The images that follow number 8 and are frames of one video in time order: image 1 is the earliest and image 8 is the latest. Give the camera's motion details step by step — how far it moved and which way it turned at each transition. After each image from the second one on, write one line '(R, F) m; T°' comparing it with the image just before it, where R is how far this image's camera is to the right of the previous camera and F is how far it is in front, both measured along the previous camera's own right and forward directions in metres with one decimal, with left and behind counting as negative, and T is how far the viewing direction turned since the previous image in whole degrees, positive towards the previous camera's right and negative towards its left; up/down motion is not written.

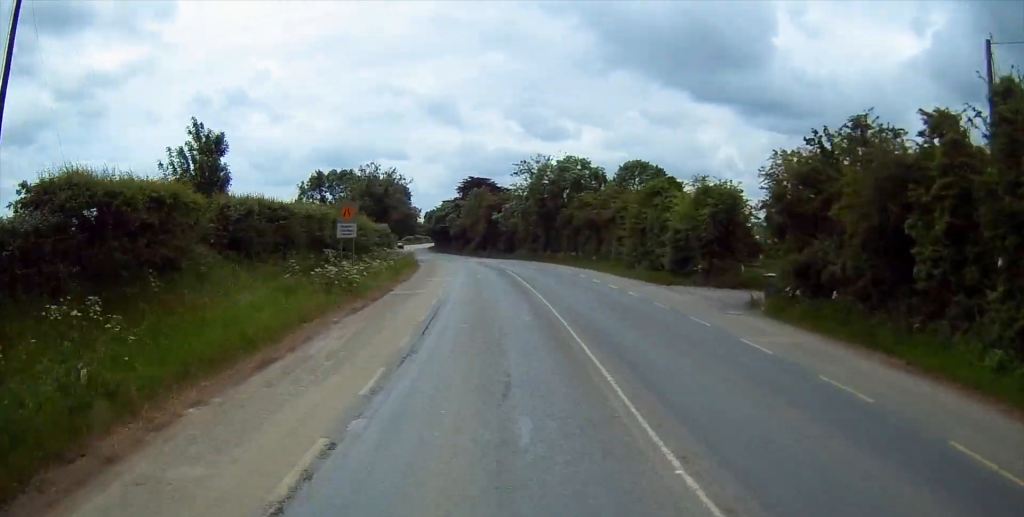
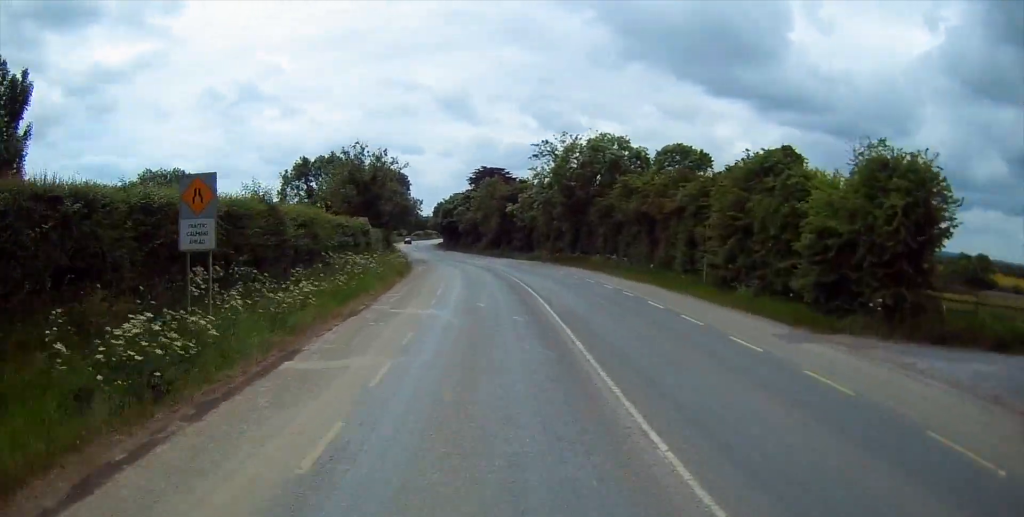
(0.0, +15.3) m; -1°
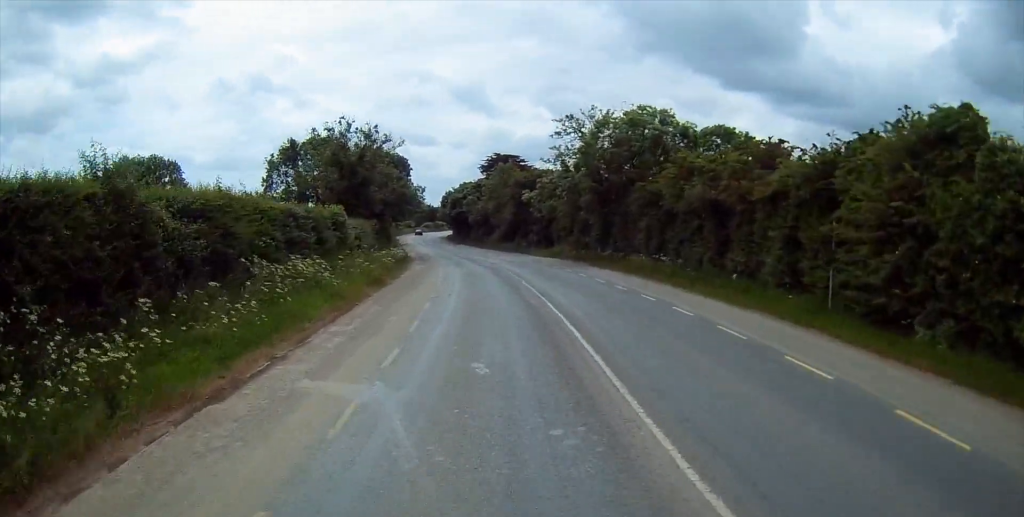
(0.0, +11.0) m; -1°
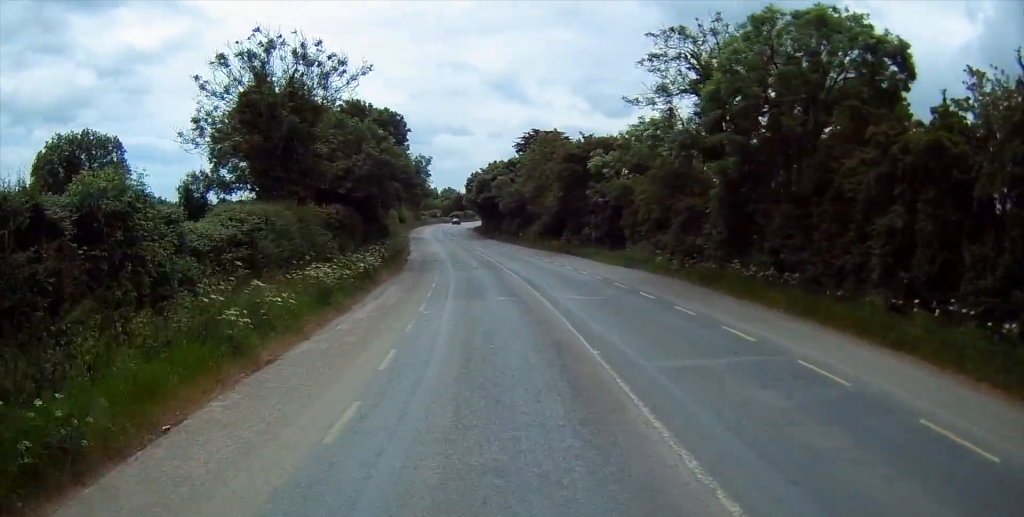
(-0.8, +24.3) m; -3°
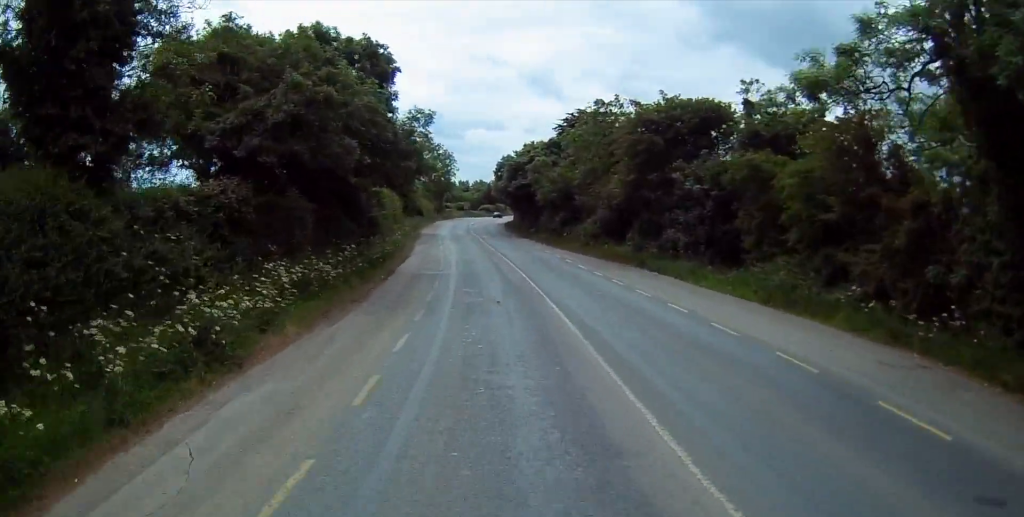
(-0.2, +18.6) m; -1°
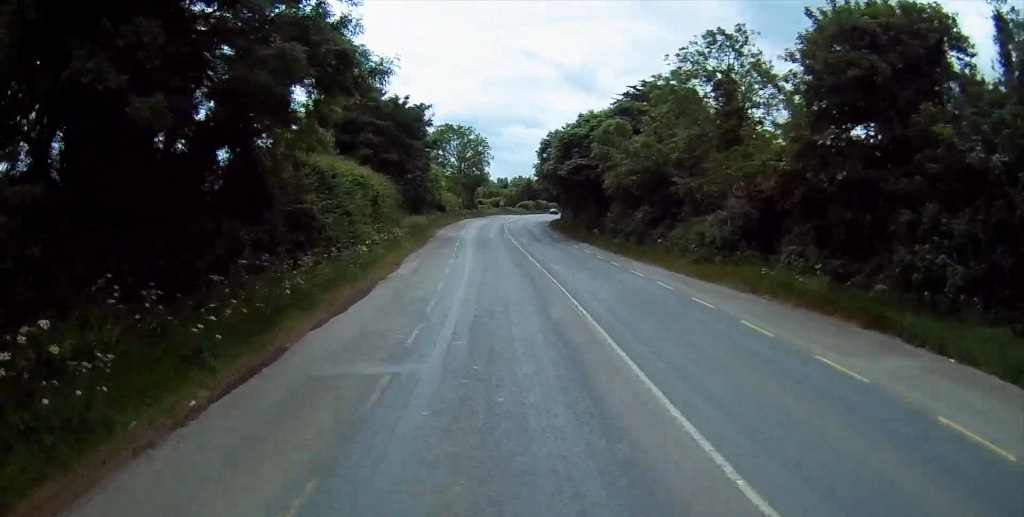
(-0.3, +21.0) m; -2°
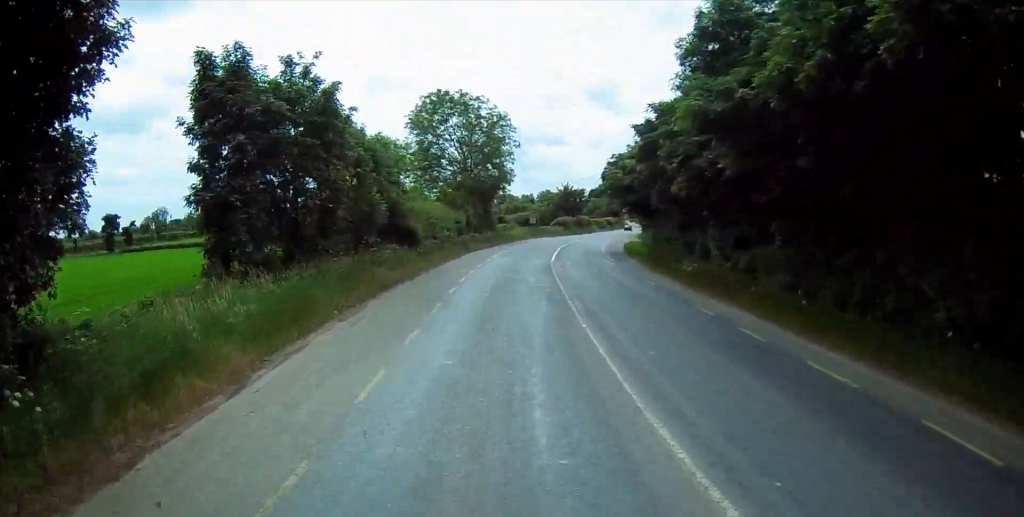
(-3.1, +43.0) m; -6°
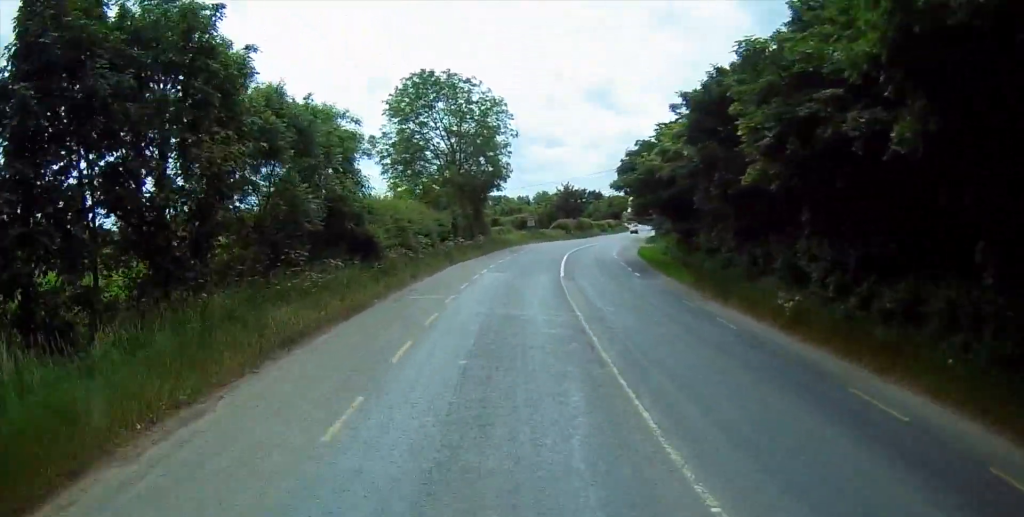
(+0.1, +9.7) m; 0°
